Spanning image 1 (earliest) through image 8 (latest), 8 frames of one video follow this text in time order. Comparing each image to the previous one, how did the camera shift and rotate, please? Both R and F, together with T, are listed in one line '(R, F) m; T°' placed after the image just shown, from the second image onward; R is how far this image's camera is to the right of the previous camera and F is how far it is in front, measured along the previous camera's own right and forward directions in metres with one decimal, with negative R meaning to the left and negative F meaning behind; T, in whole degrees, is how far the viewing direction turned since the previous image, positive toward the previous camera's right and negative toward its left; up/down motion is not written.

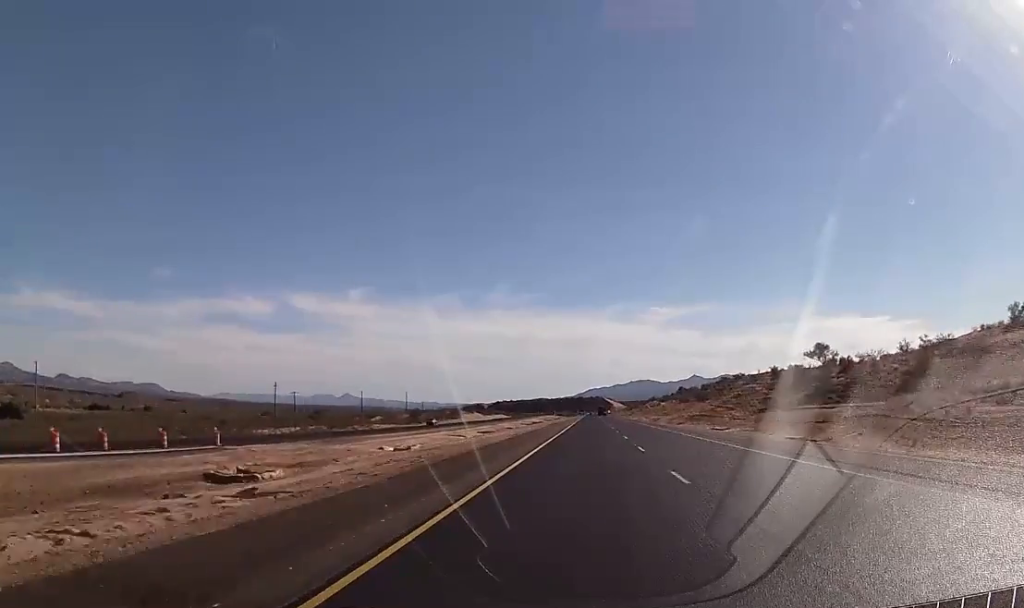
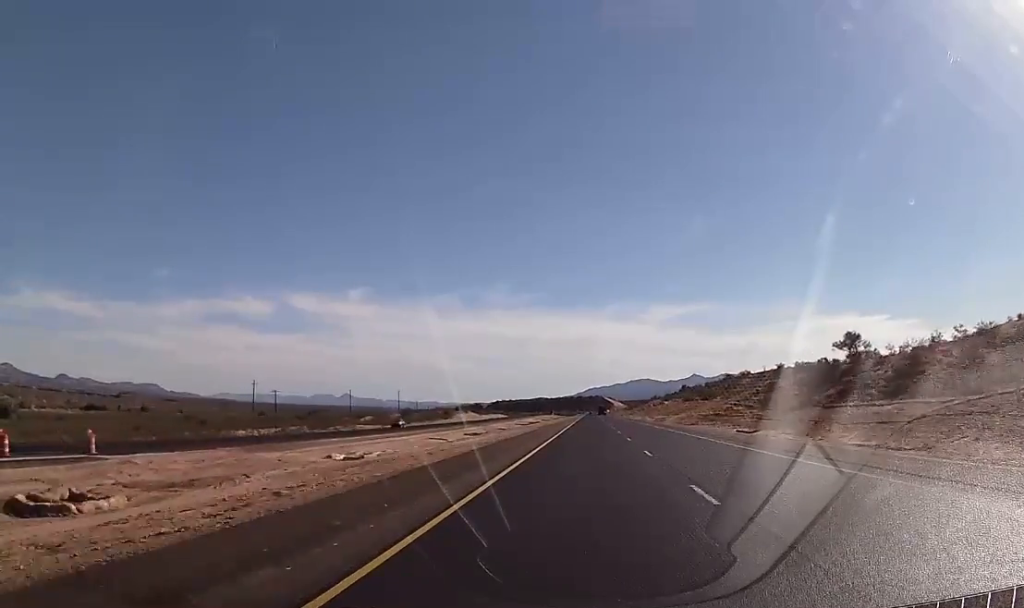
(0.0, +15.6) m; 0°
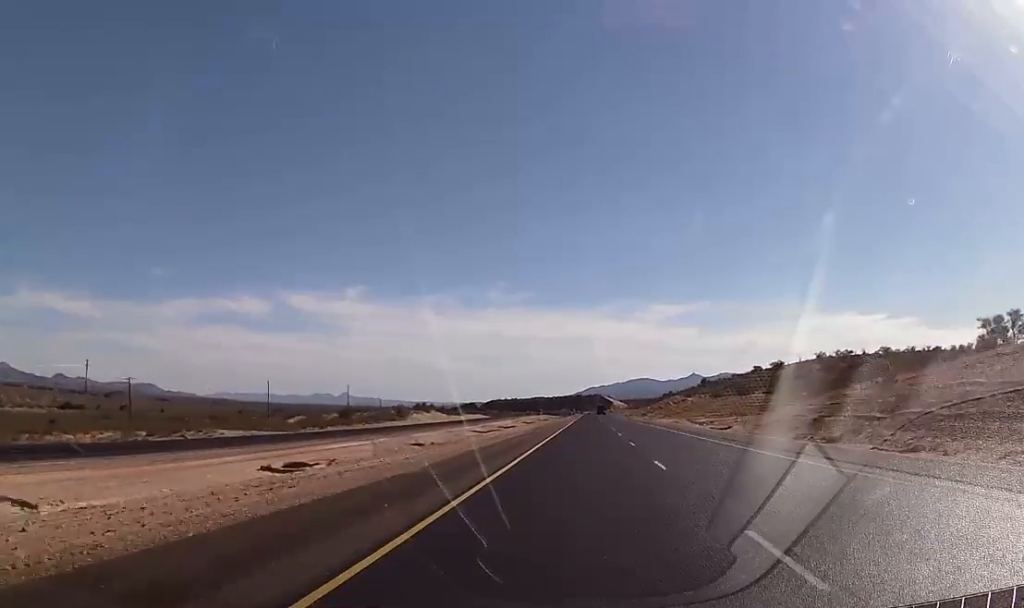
(0.0, +78.4) m; 0°
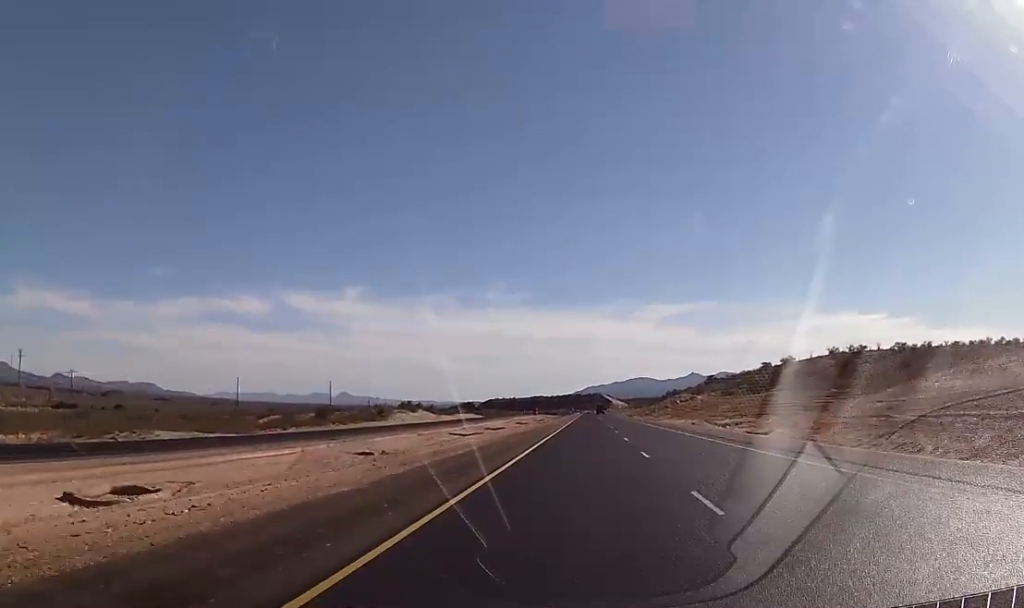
(0.0, +20.3) m; 0°
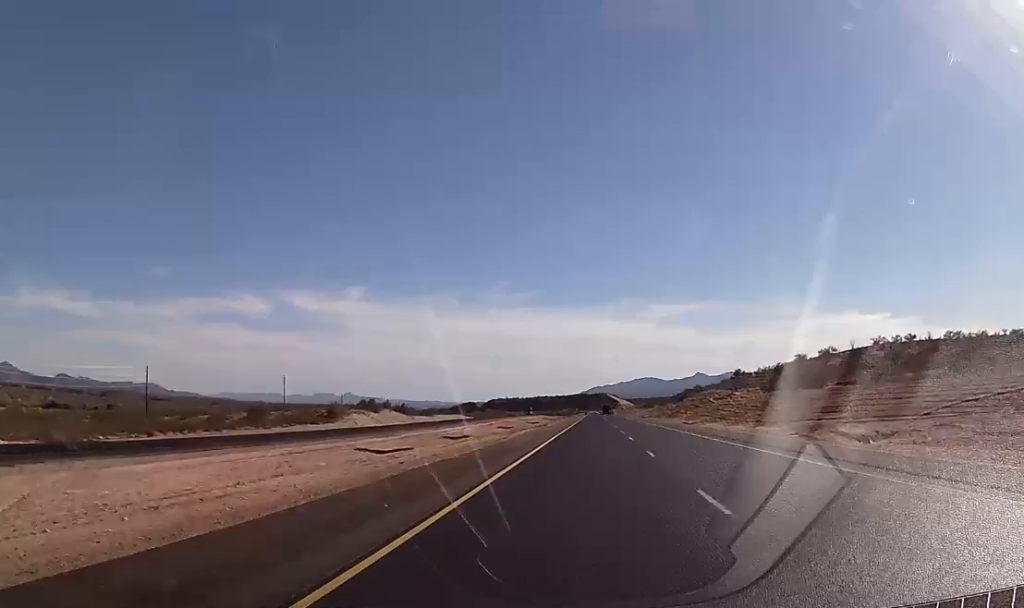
(-0.1, +48.6) m; -1°
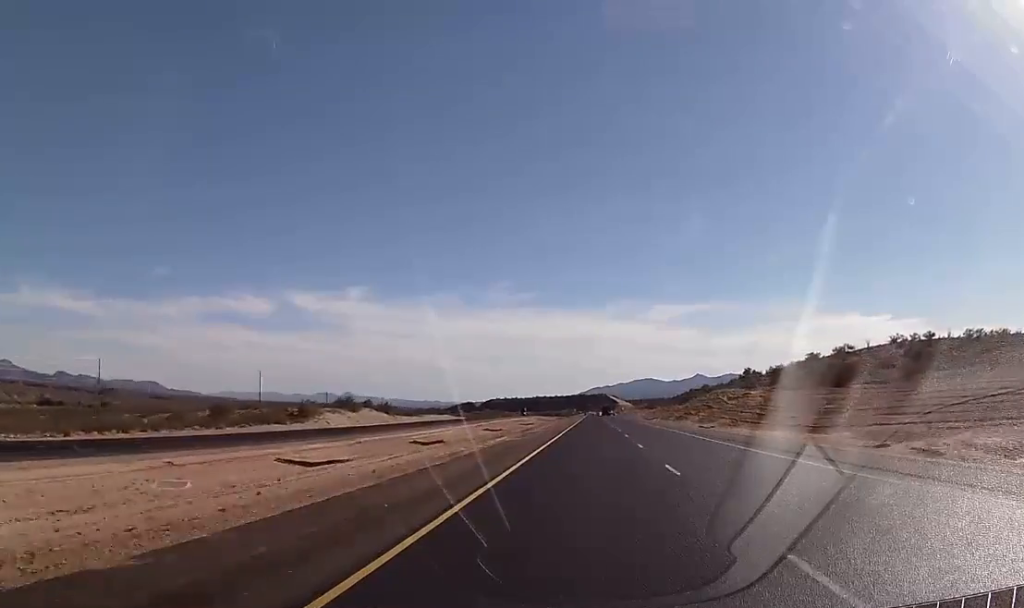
(-0.2, +17.8) m; 0°
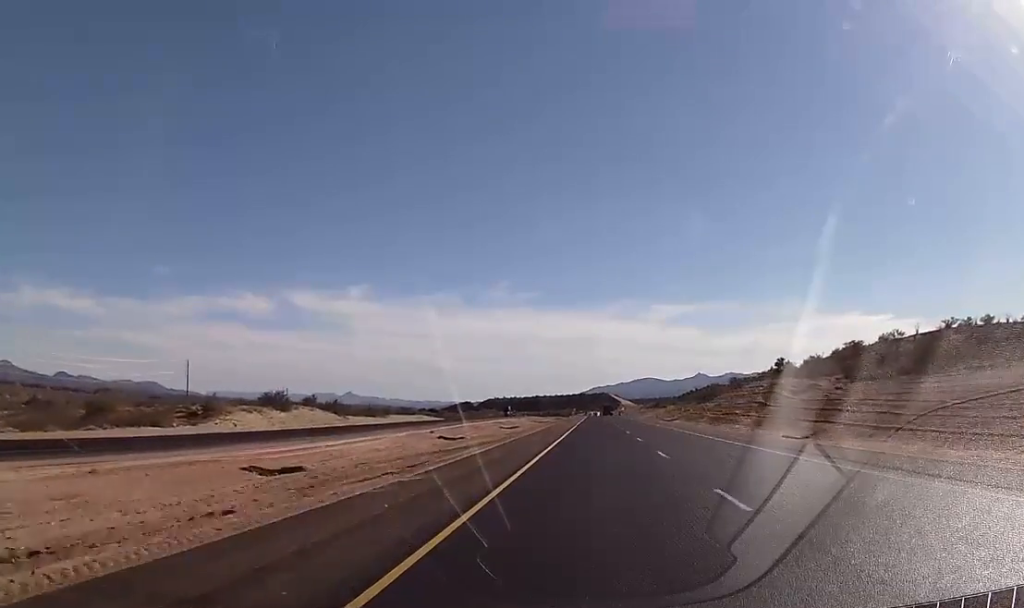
(-0.2, +42.8) m; 0°
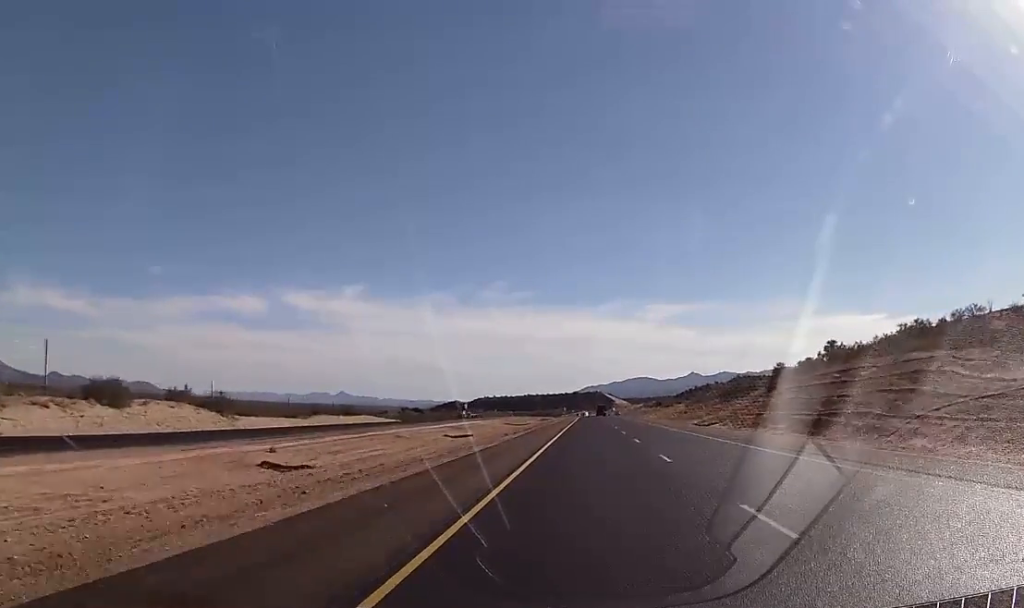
(+0.4, +51.2) m; 0°
